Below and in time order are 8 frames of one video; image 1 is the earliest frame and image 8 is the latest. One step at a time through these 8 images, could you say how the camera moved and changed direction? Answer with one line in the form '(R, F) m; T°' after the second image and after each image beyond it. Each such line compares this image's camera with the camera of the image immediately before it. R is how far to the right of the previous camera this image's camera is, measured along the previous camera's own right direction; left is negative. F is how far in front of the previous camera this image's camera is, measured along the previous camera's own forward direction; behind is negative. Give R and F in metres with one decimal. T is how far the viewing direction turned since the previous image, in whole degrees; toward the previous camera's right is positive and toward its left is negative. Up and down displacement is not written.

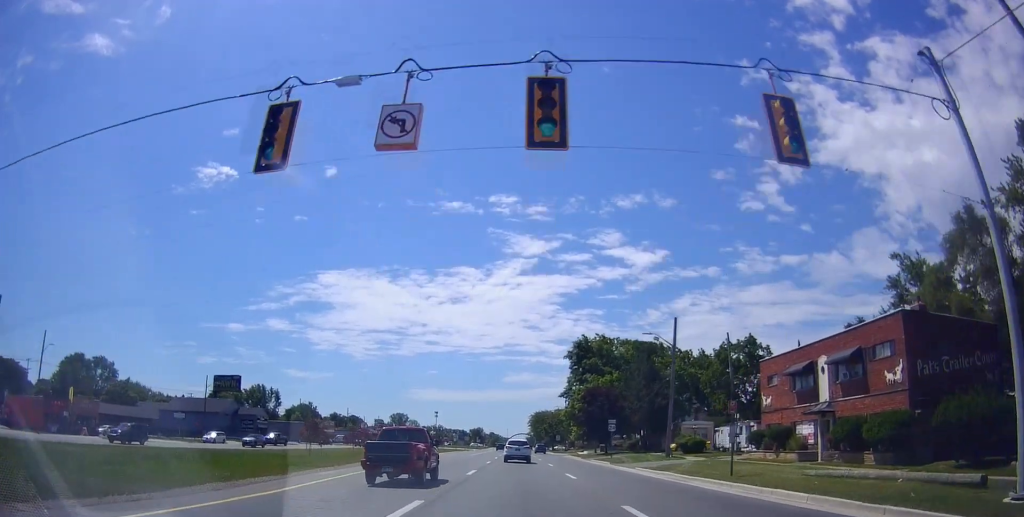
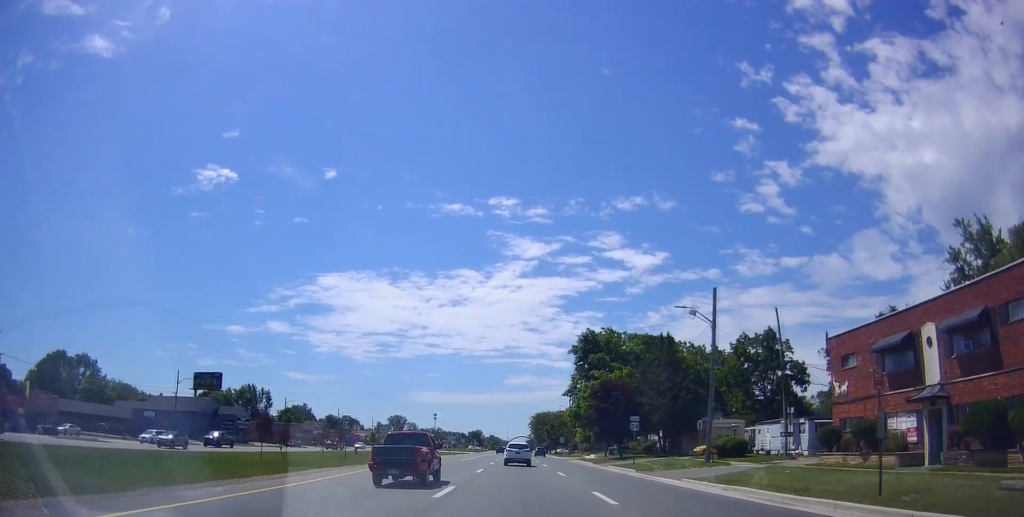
(0.0, +9.2) m; 0°
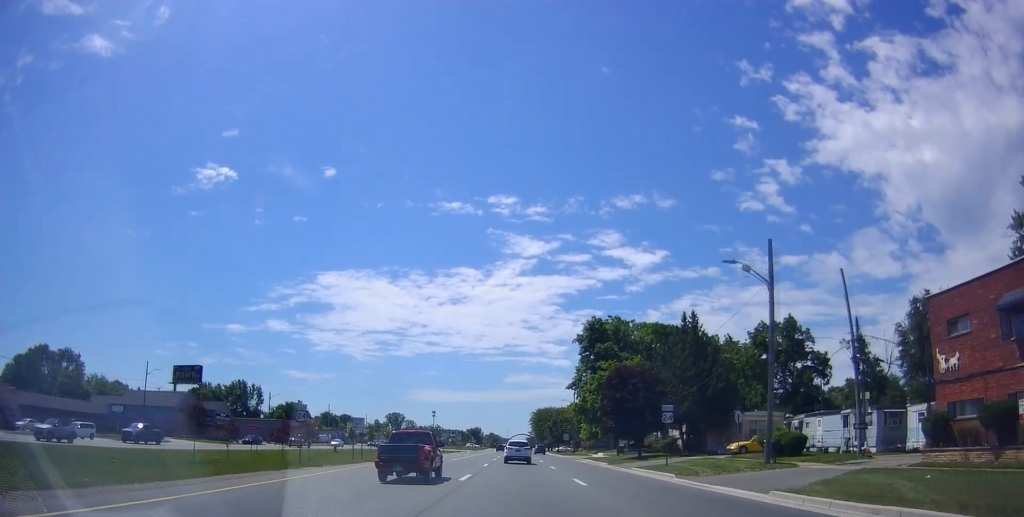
(-0.2, +8.5) m; 0°
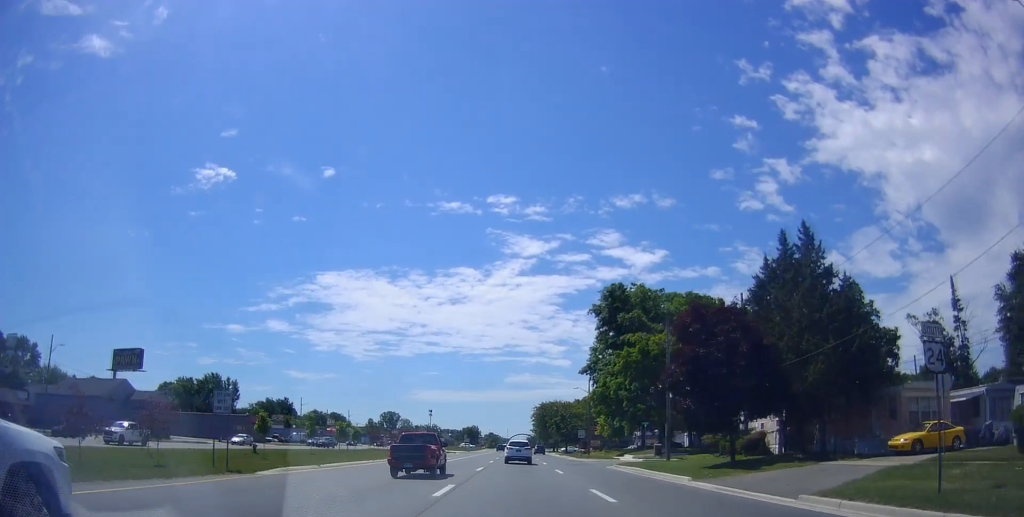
(+0.1, +20.9) m; -1°
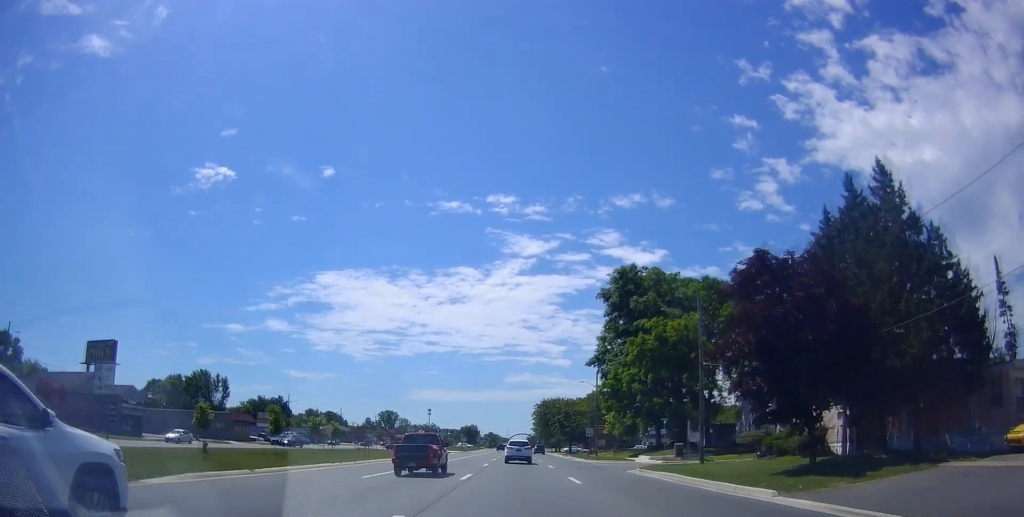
(+0.1, +7.8) m; 0°
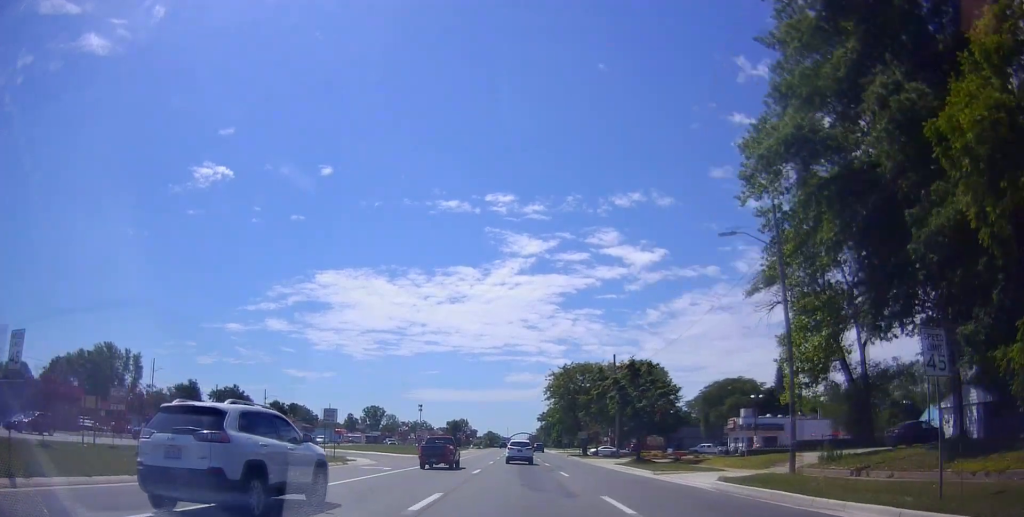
(+0.6, +52.4) m; +1°
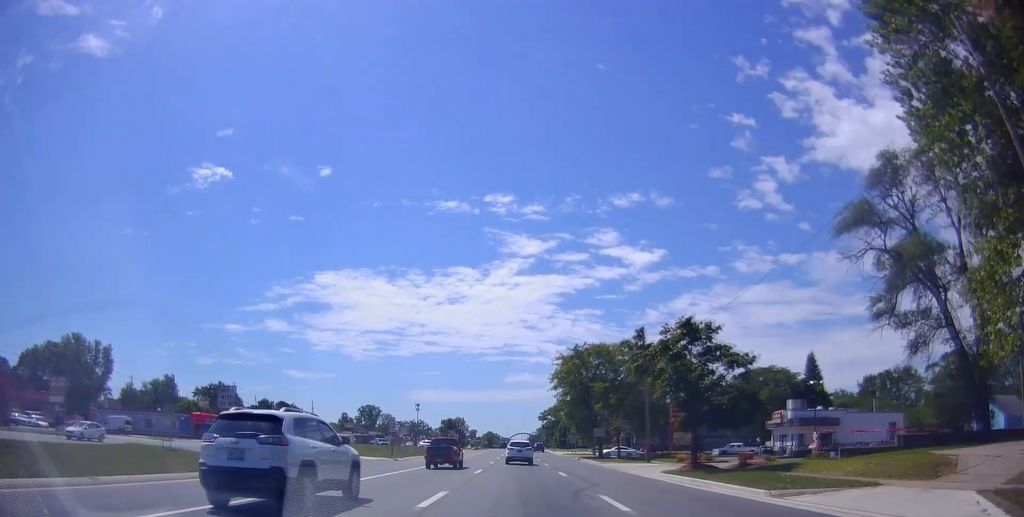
(-0.1, +13.9) m; 0°
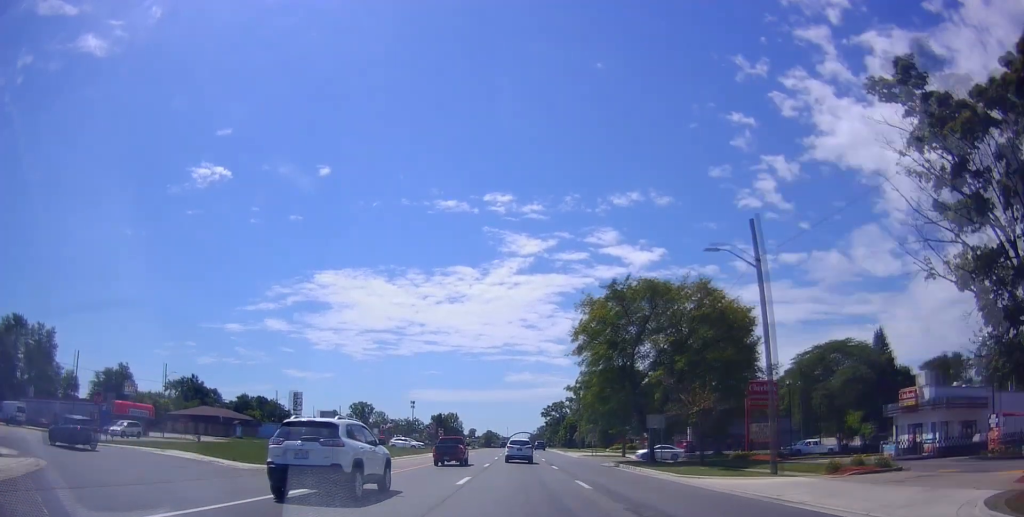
(0.0, +23.0) m; -1°
